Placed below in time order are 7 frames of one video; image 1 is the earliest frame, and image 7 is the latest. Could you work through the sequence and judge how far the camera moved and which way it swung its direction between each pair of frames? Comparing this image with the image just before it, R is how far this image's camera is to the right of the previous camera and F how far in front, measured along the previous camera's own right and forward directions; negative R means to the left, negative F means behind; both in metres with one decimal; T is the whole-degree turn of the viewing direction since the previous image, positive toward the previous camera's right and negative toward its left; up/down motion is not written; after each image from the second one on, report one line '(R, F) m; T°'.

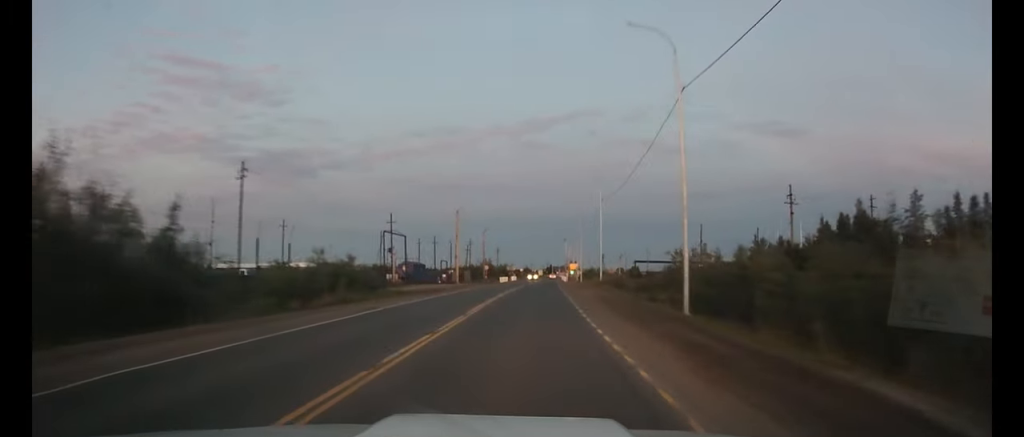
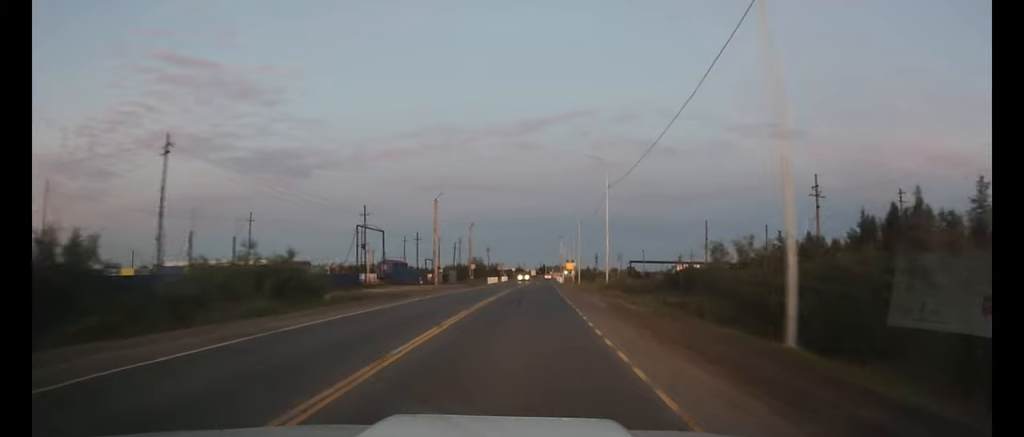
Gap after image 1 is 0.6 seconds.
(+0.1, +9.5) m; +1°
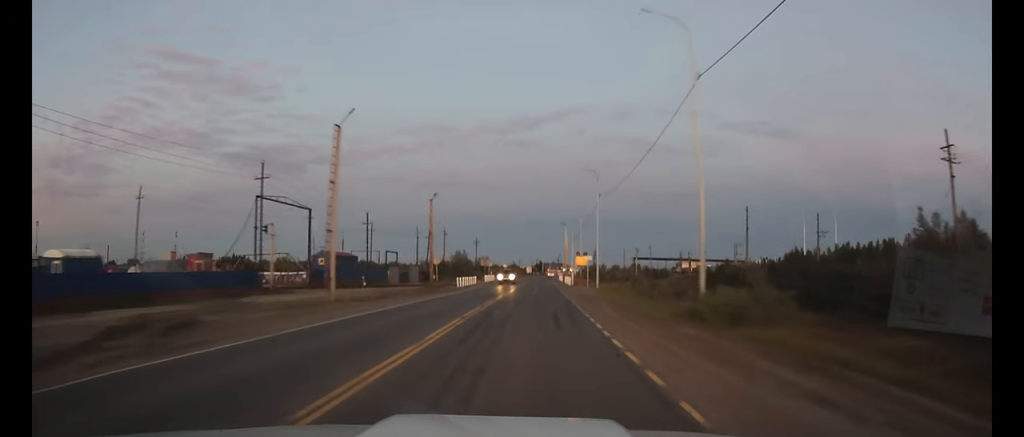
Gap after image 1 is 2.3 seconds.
(+0.1, +26.7) m; +1°
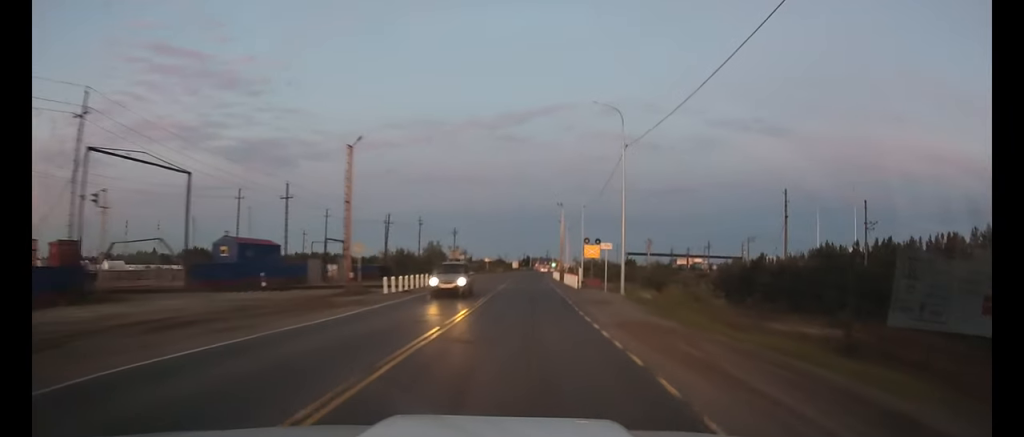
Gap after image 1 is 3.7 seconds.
(+0.2, +20.4) m; +2°
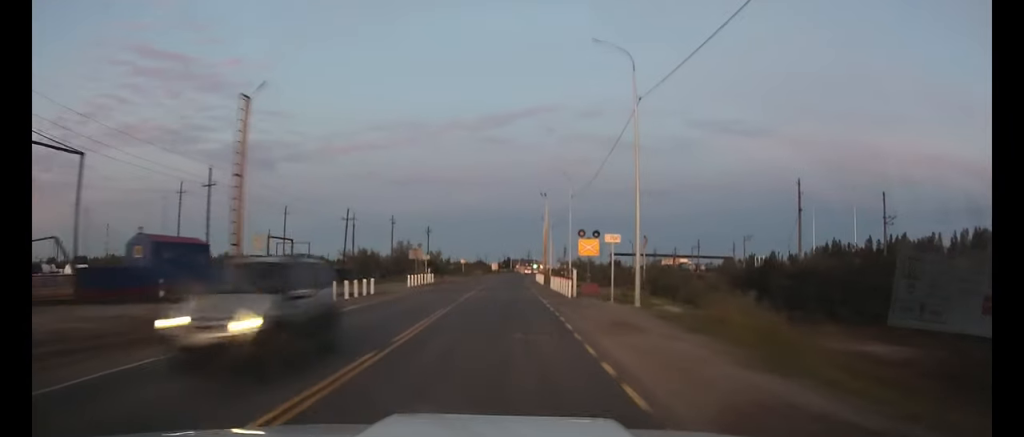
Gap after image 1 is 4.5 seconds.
(+0.1, +10.2) m; 0°
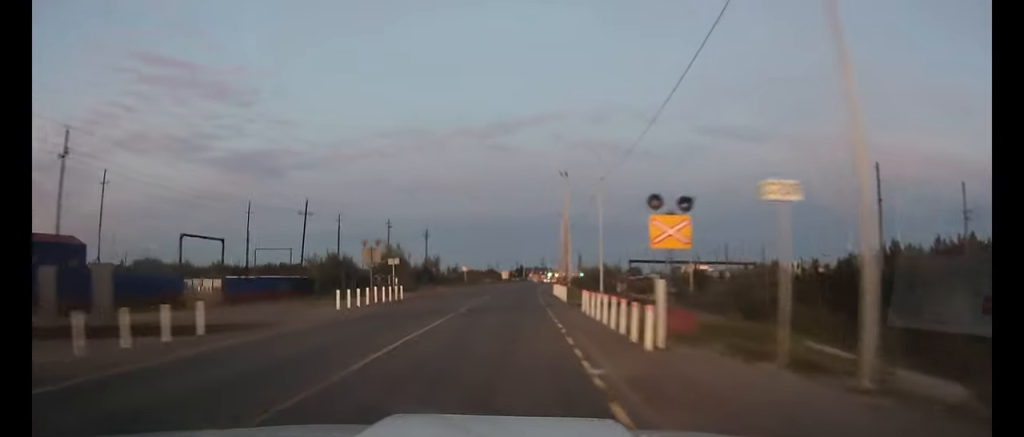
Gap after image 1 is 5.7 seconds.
(-0.1, +16.6) m; -1°
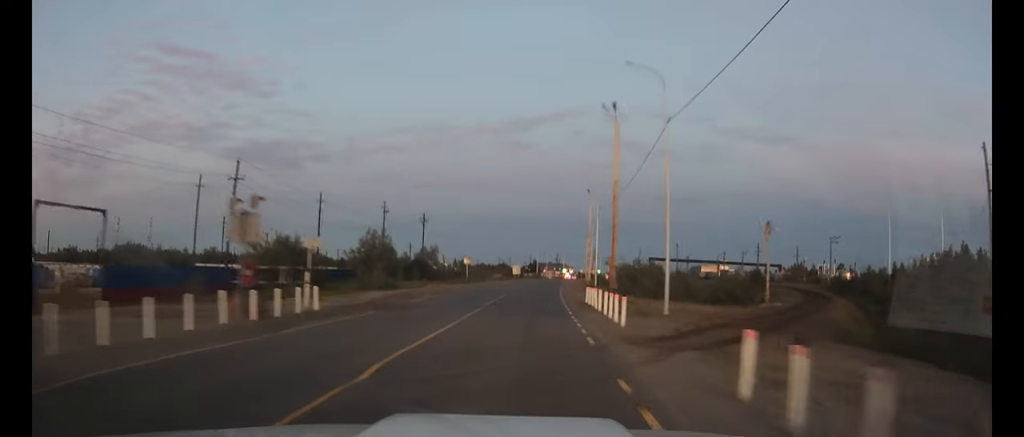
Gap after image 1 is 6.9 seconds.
(-0.1, +16.2) m; 0°
